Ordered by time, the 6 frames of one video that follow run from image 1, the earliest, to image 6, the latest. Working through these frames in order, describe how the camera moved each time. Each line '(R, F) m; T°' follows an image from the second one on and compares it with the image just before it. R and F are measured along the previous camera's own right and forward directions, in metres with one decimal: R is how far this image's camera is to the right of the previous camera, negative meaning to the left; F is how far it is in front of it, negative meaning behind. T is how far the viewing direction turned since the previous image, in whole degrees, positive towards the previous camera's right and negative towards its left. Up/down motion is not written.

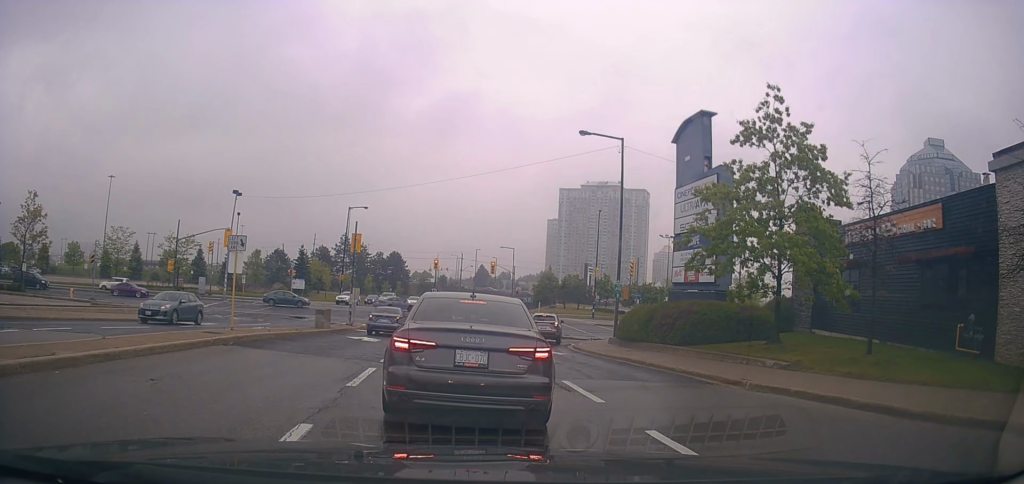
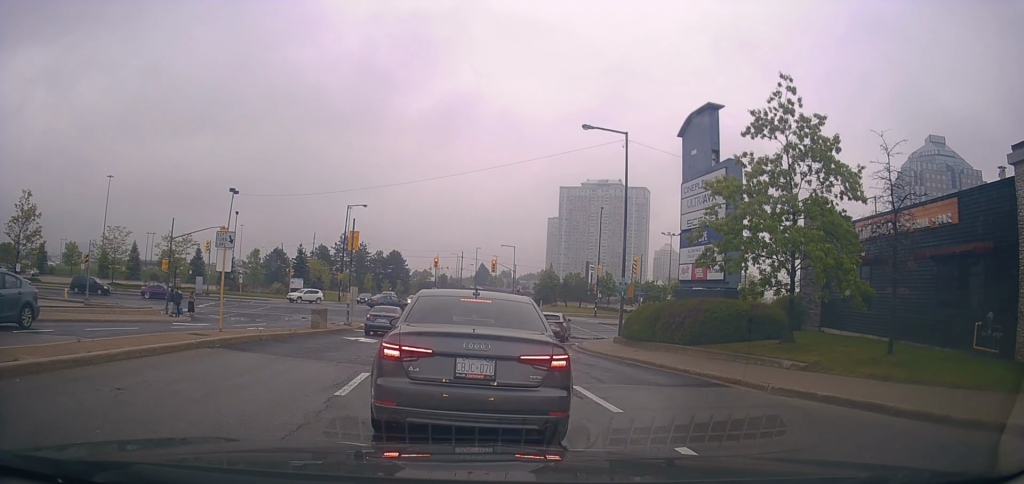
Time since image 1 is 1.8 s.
(+0.5, +1.5) m; 0°
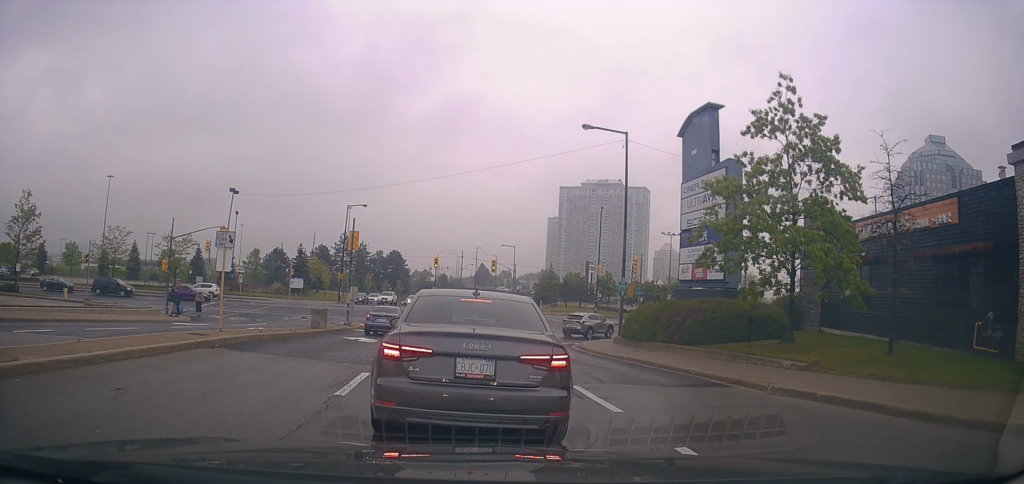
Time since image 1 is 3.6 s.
(-0.2, +0.2) m; 0°
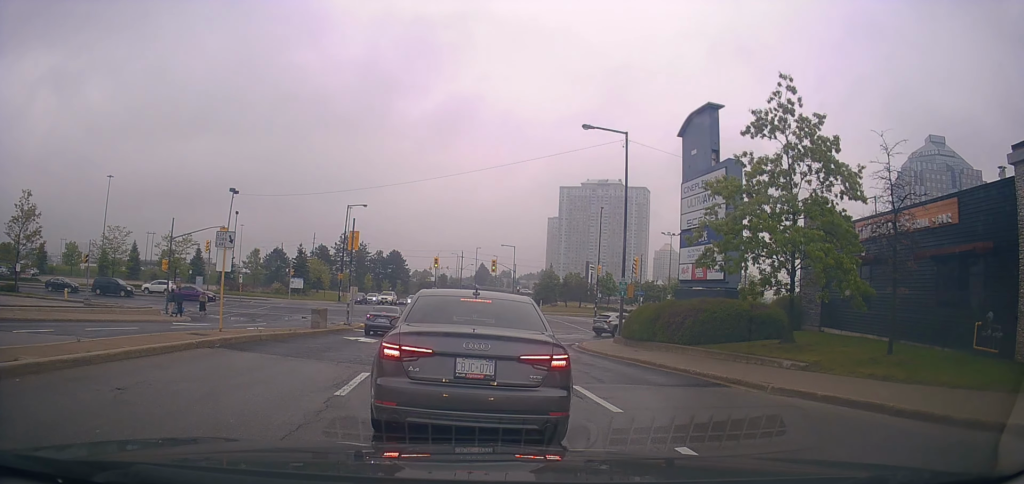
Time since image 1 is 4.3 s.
(0.0, 0.0) m; 0°
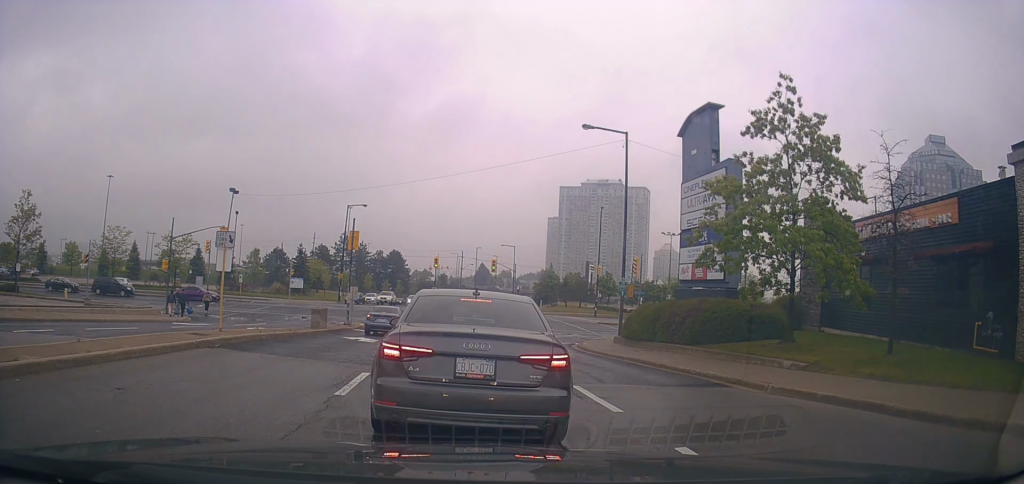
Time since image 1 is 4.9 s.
(0.0, 0.0) m; 0°
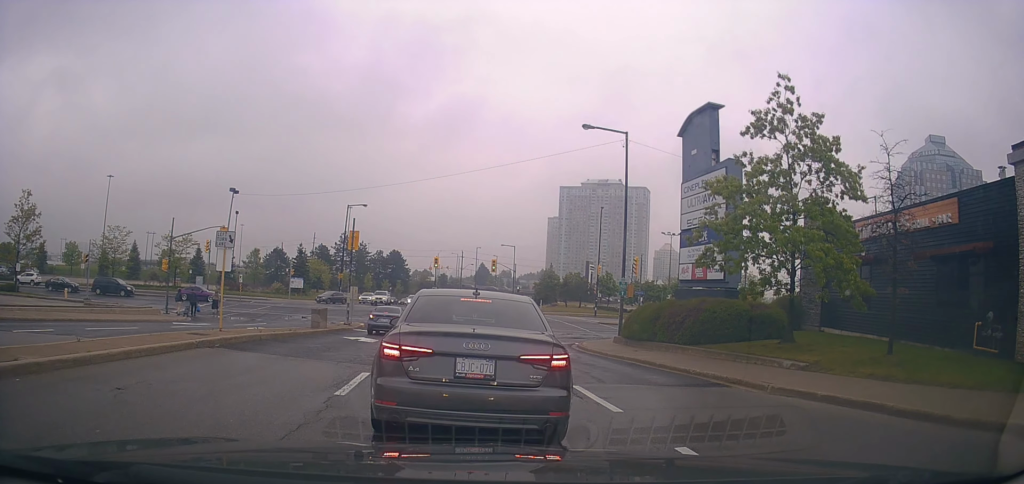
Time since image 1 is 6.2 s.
(0.0, 0.0) m; 0°
